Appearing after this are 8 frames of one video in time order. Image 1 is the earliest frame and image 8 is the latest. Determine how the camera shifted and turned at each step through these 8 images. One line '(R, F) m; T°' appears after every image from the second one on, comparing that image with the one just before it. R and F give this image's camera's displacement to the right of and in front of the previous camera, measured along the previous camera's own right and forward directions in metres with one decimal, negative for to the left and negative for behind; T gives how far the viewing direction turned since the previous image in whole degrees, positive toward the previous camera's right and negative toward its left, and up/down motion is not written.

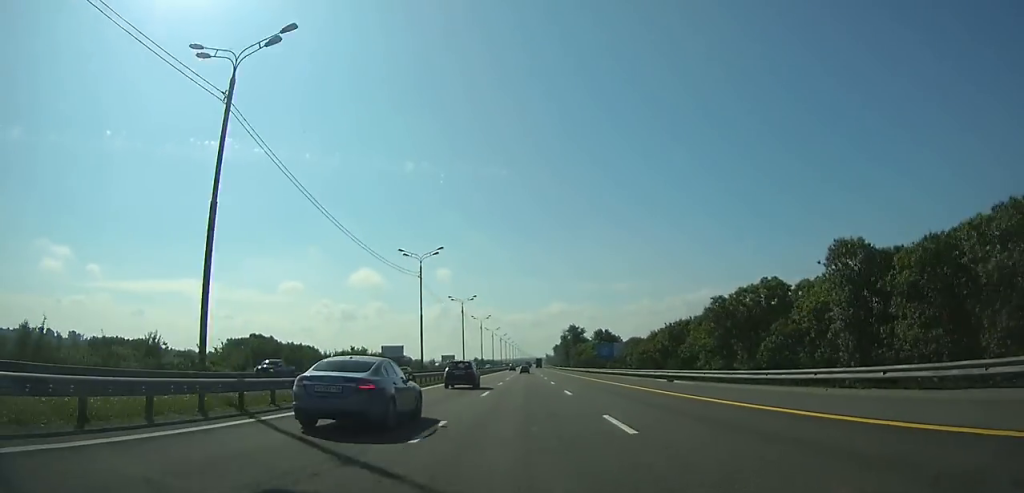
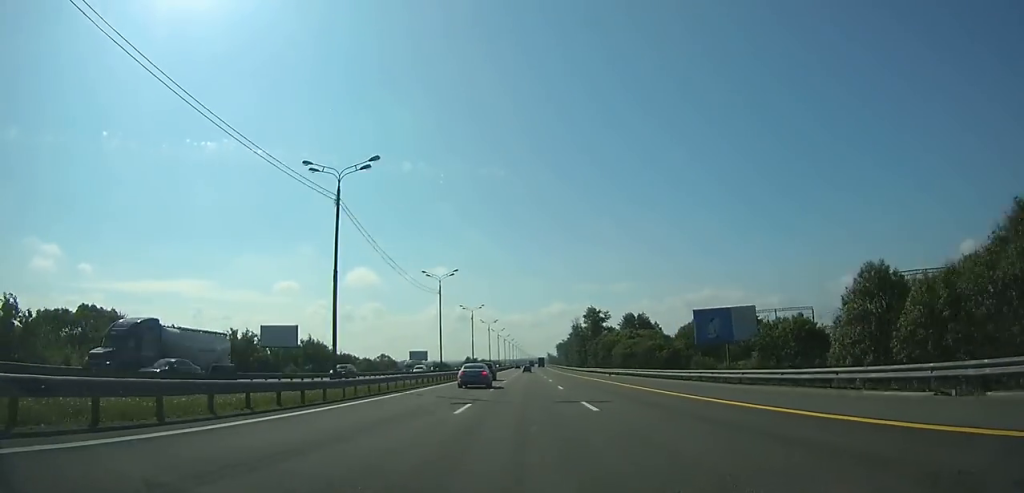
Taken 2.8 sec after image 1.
(+0.1, +72.9) m; 0°
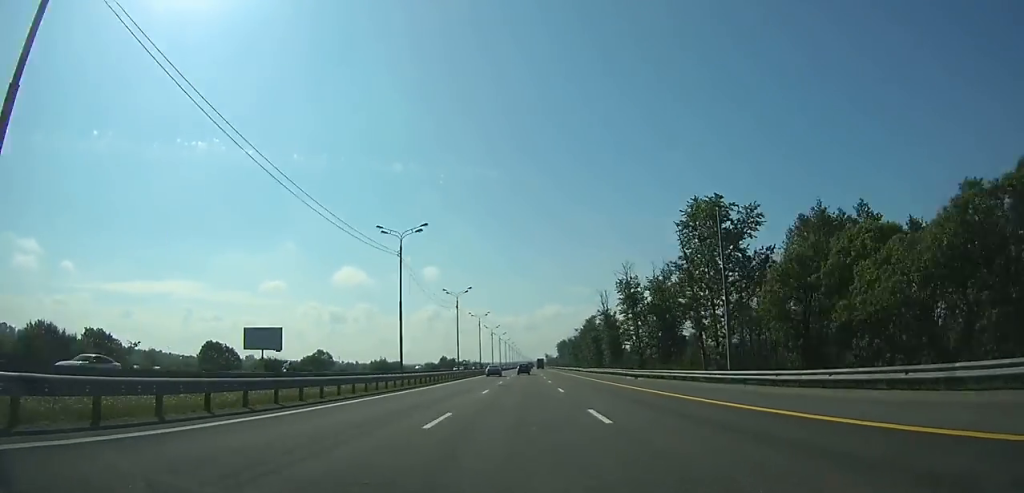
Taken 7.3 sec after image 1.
(+0.7, +115.8) m; +1°
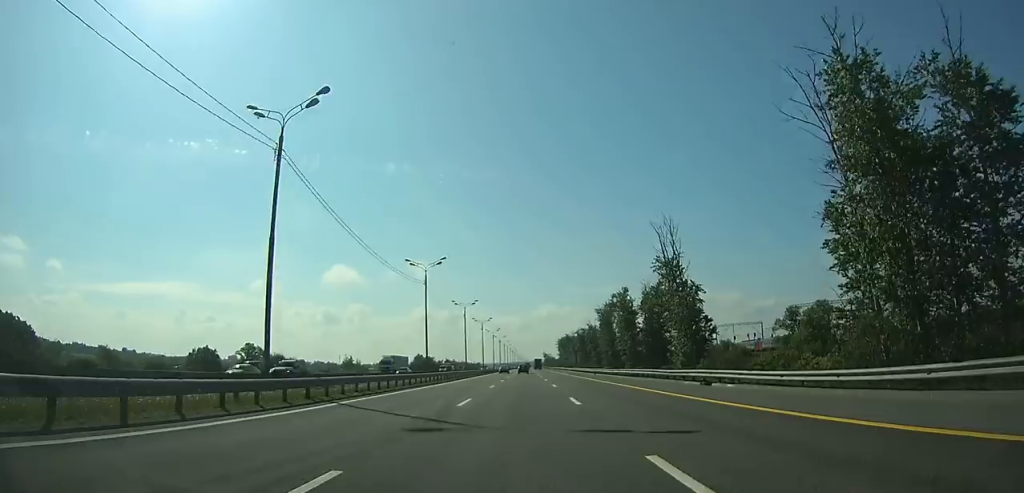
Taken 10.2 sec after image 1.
(+0.1, +73.4) m; 0°
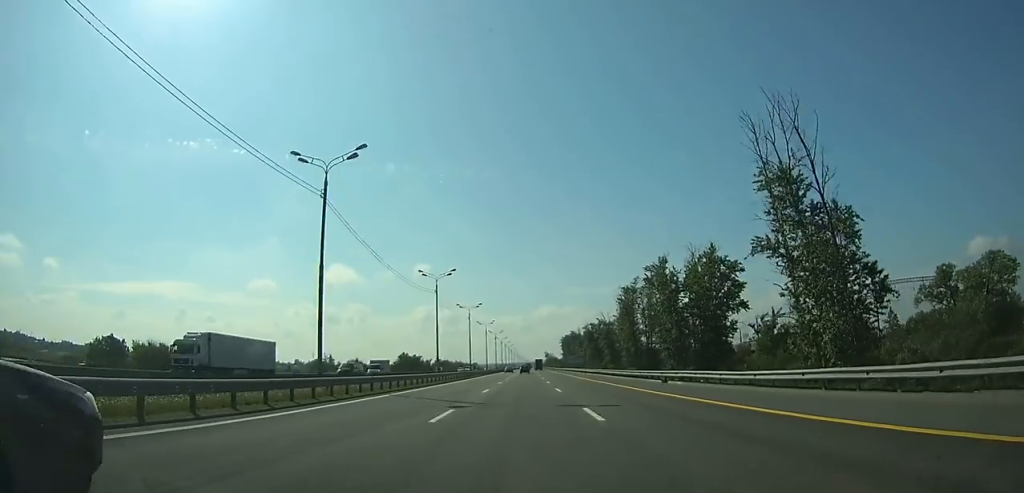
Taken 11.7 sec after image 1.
(0.0, +37.7) m; 0°
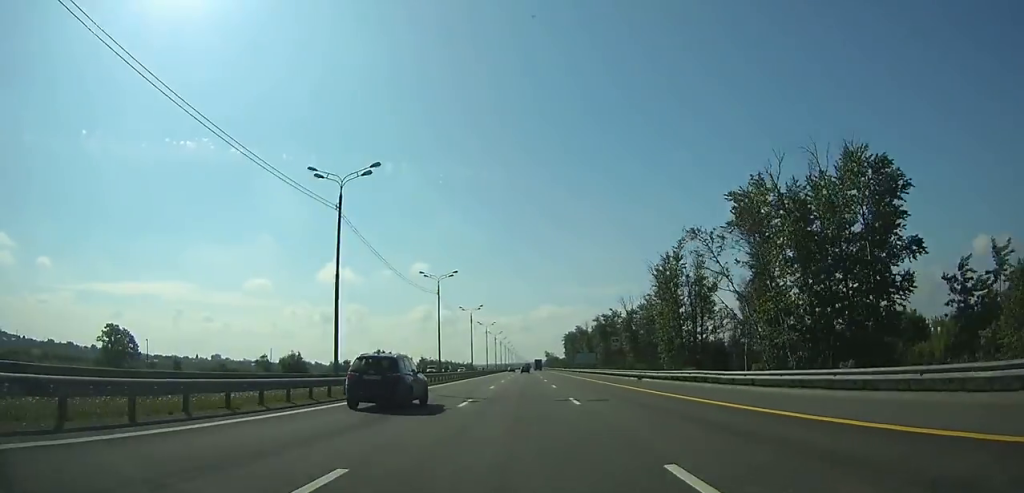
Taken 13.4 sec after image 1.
(0.0, +42.5) m; 0°
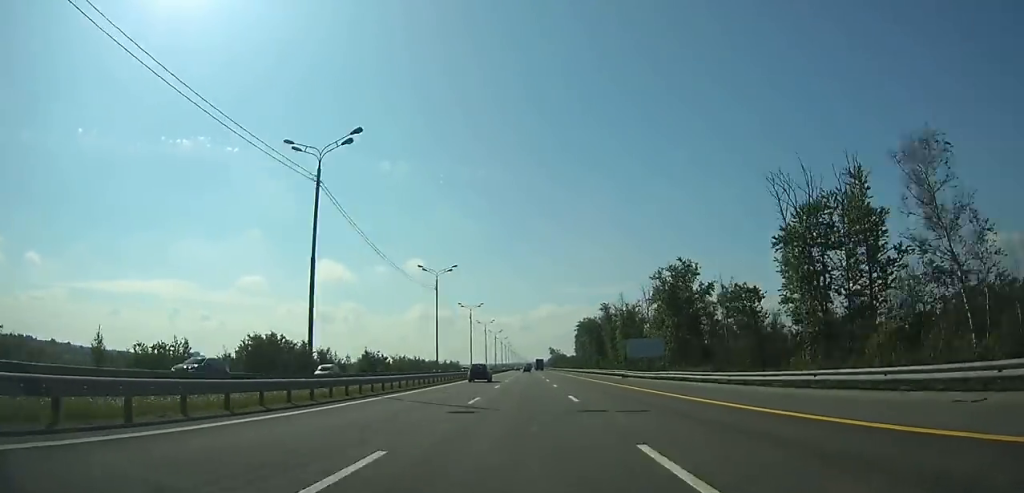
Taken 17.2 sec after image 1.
(+0.1, +94.7) m; 0°
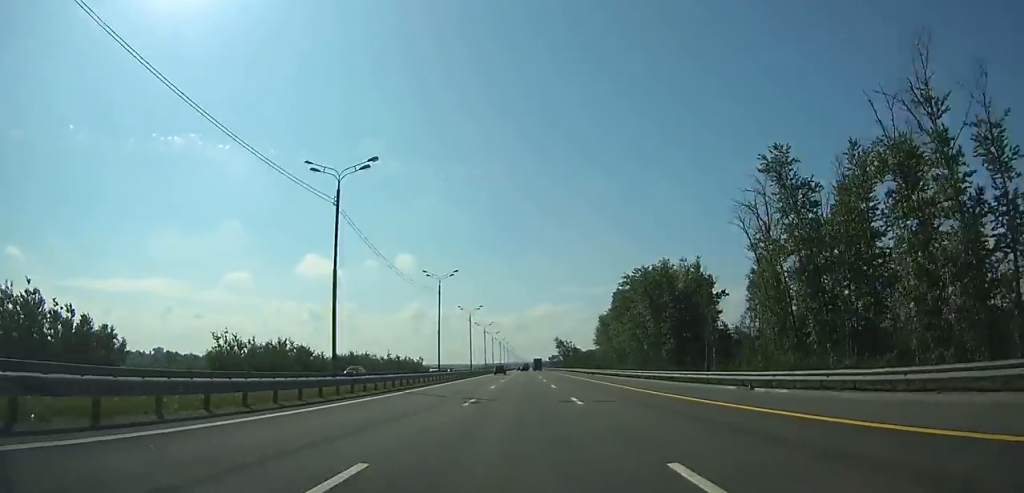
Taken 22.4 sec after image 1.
(+0.1, +129.5) m; 0°
